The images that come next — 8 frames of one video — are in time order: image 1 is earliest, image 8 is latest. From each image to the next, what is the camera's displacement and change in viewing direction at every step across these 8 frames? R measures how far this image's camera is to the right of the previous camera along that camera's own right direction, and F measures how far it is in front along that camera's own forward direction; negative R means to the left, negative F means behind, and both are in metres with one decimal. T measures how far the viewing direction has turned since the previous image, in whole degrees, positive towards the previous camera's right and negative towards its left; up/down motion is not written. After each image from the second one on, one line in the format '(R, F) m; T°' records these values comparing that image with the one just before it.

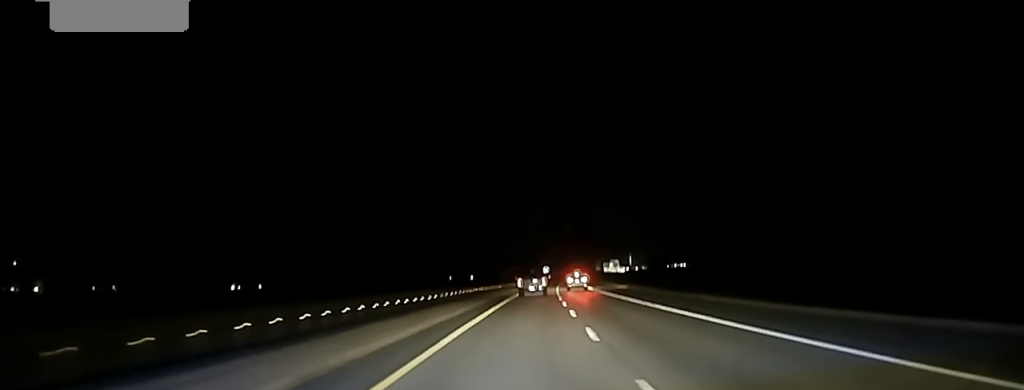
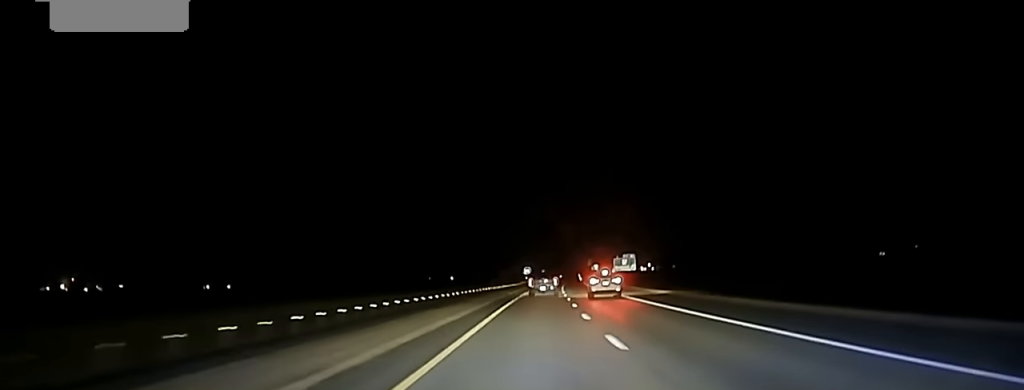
(+1.0, +66.5) m; +2°
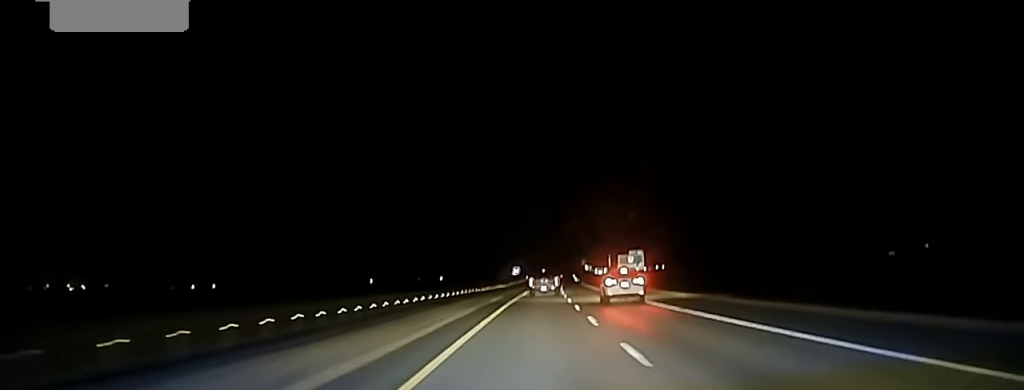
(+0.1, +26.8) m; 0°
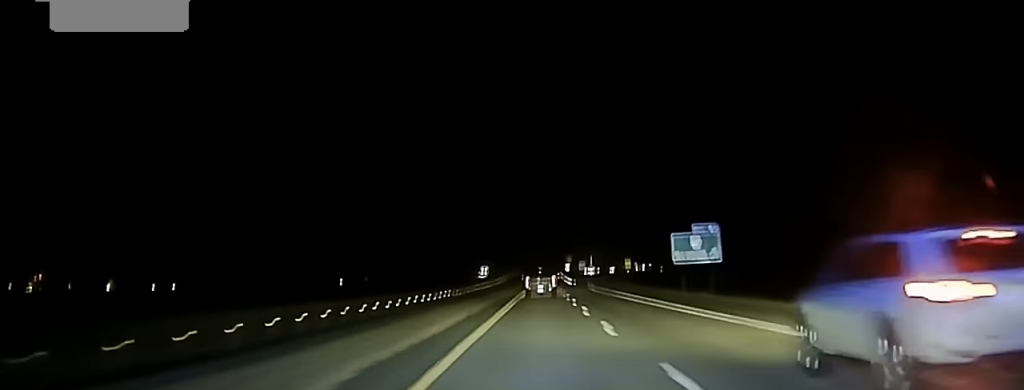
(+0.9, +79.4) m; +2°
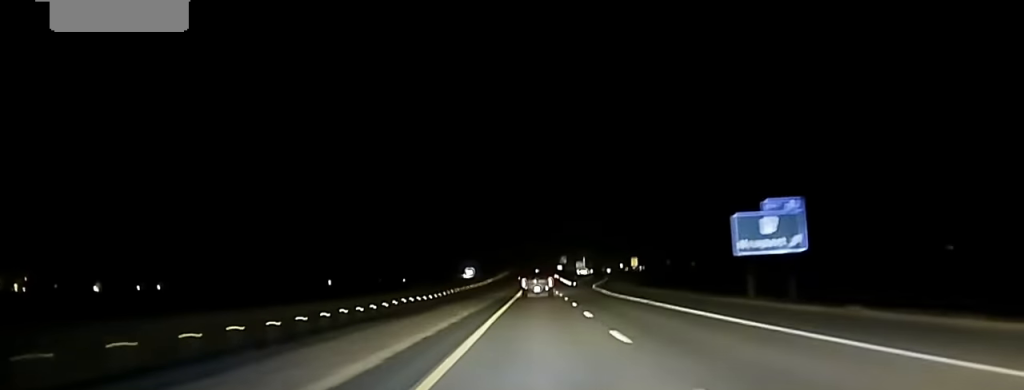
(+0.1, +24.2) m; +1°
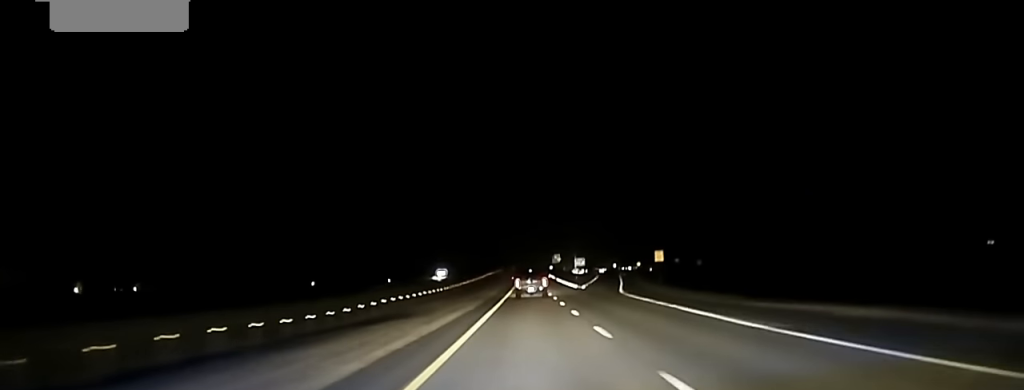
(+0.4, +45.9) m; +1°
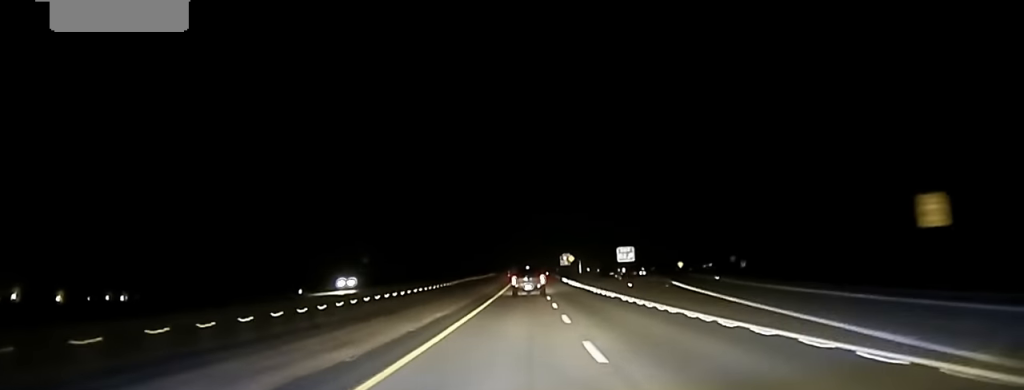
(+0.1, +94.8) m; 0°
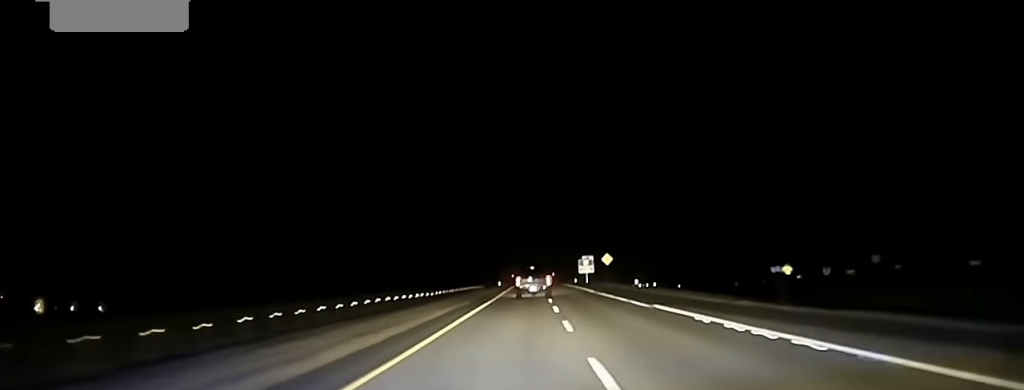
(0.0, +106.3) m; 0°
